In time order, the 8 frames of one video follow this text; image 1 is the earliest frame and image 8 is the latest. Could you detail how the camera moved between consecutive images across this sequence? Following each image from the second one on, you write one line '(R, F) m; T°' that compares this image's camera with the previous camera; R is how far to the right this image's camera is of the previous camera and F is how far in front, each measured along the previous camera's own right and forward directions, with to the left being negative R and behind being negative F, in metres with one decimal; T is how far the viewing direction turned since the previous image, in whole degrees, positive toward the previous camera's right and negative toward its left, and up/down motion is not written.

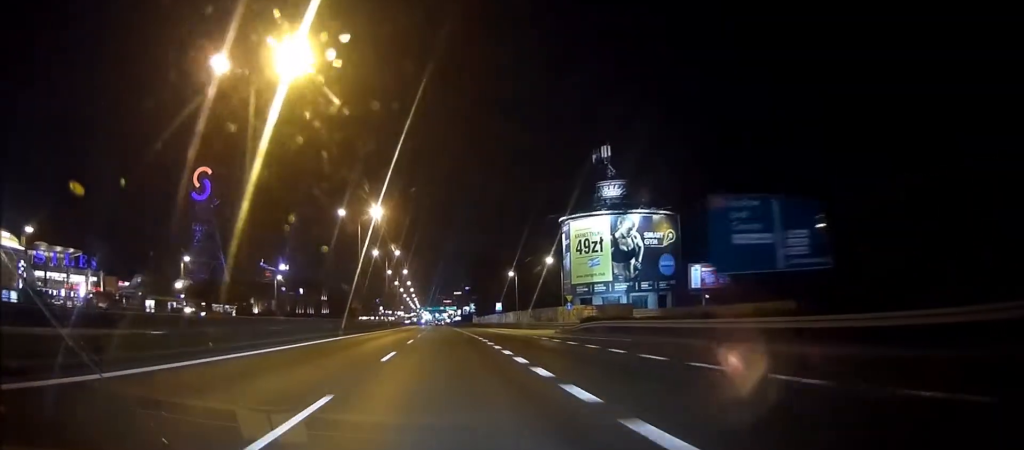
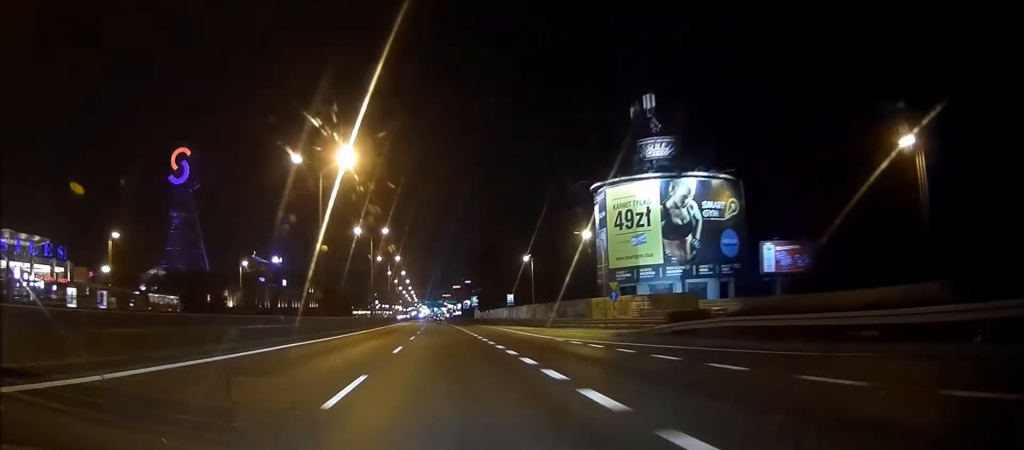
(0.0, +21.6) m; 0°
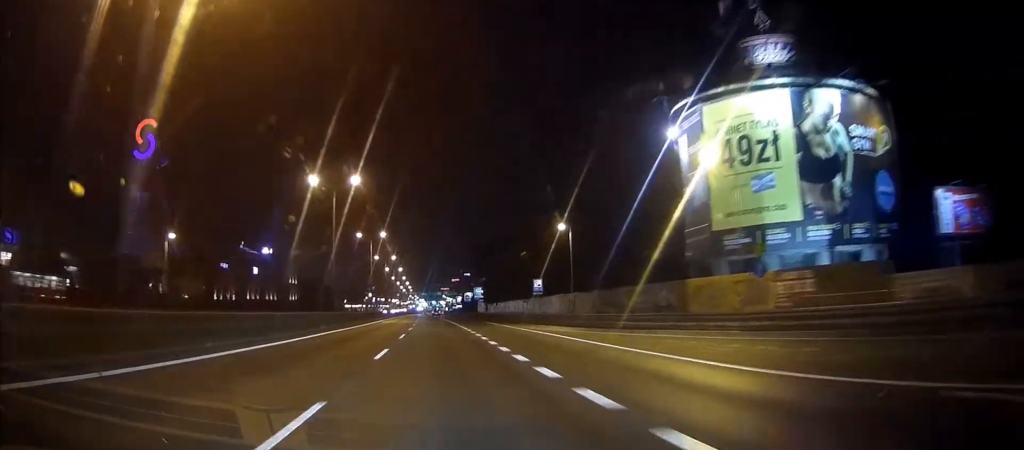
(-0.1, +28.9) m; 0°
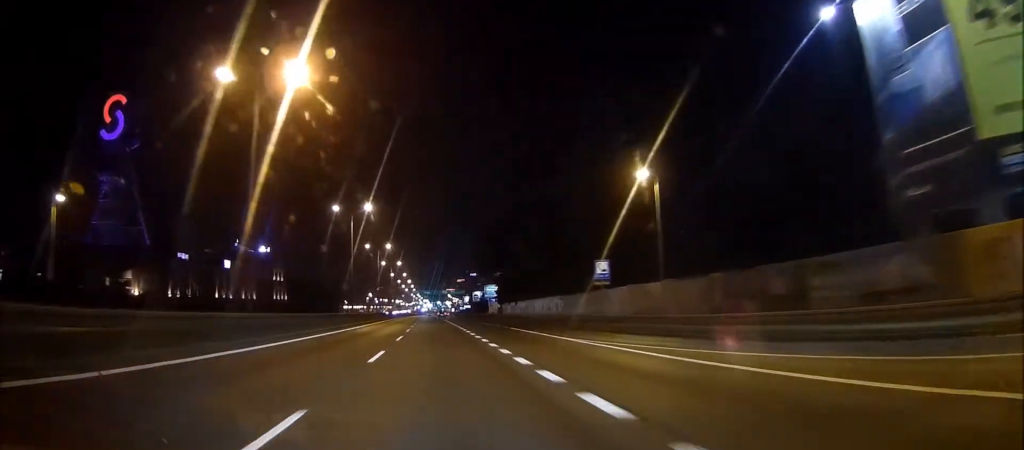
(-0.2, +24.7) m; 0°
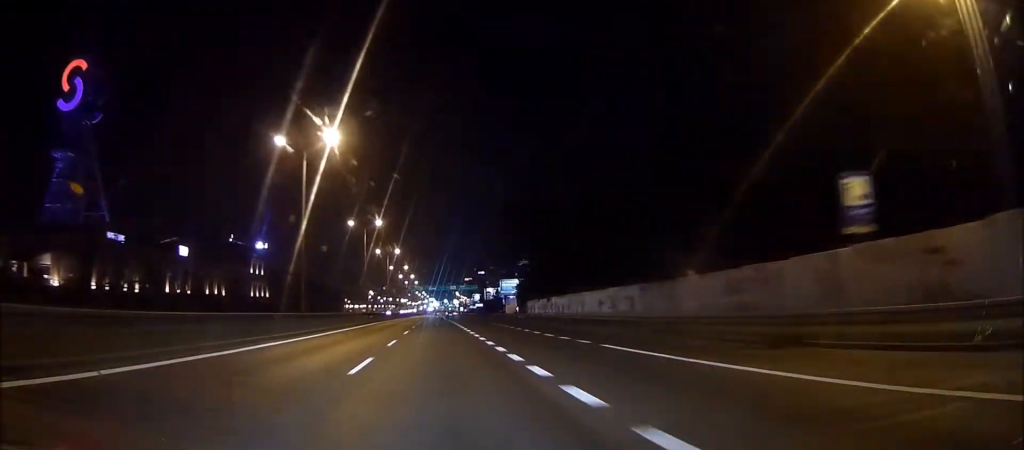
(0.0, +27.6) m; 0°
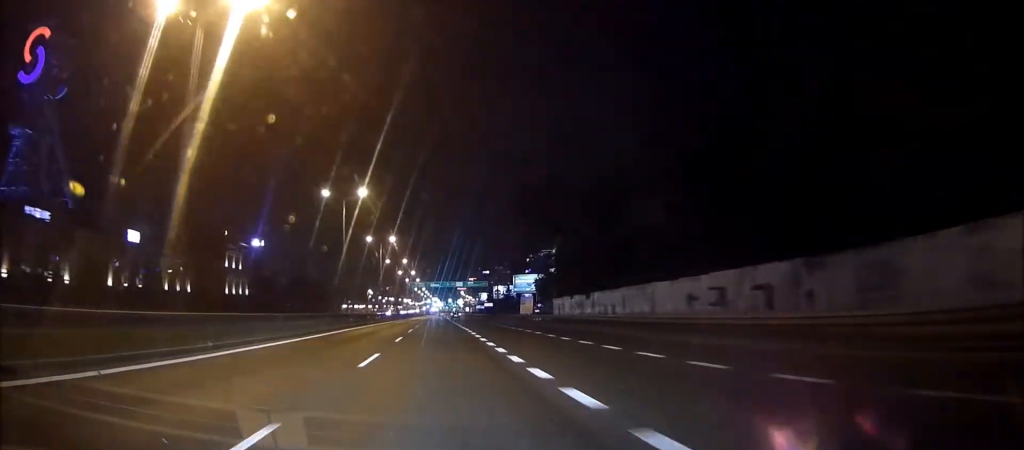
(0.0, +20.6) m; 0°
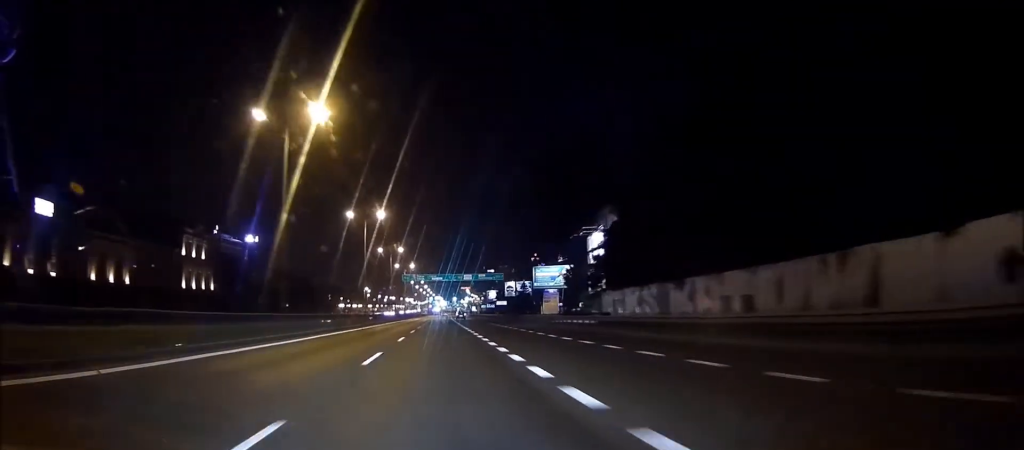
(-0.2, +24.2) m; 0°
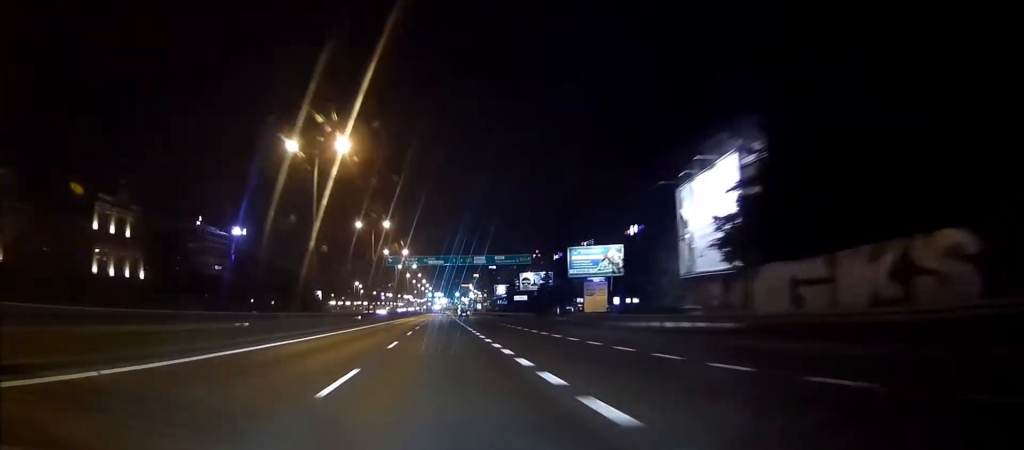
(+0.2, +29.6) m; 0°
